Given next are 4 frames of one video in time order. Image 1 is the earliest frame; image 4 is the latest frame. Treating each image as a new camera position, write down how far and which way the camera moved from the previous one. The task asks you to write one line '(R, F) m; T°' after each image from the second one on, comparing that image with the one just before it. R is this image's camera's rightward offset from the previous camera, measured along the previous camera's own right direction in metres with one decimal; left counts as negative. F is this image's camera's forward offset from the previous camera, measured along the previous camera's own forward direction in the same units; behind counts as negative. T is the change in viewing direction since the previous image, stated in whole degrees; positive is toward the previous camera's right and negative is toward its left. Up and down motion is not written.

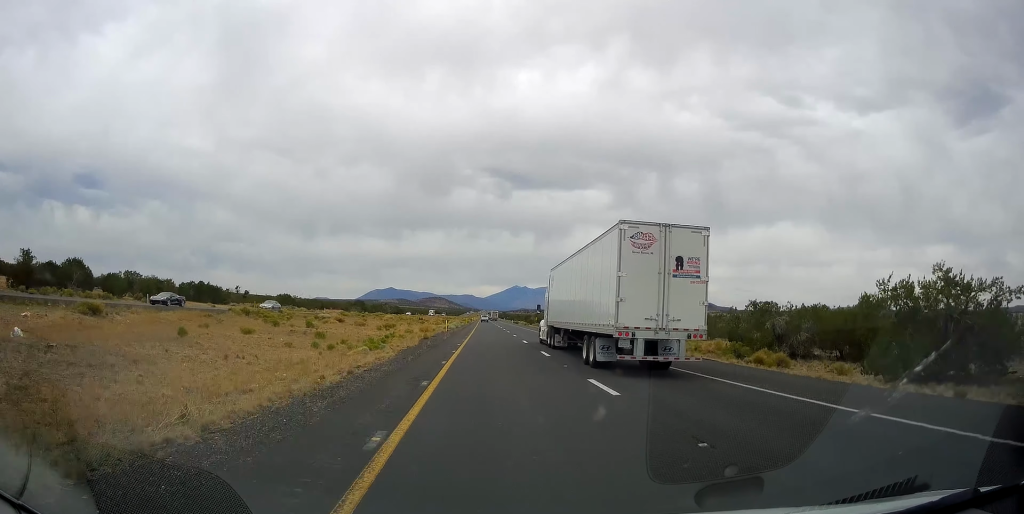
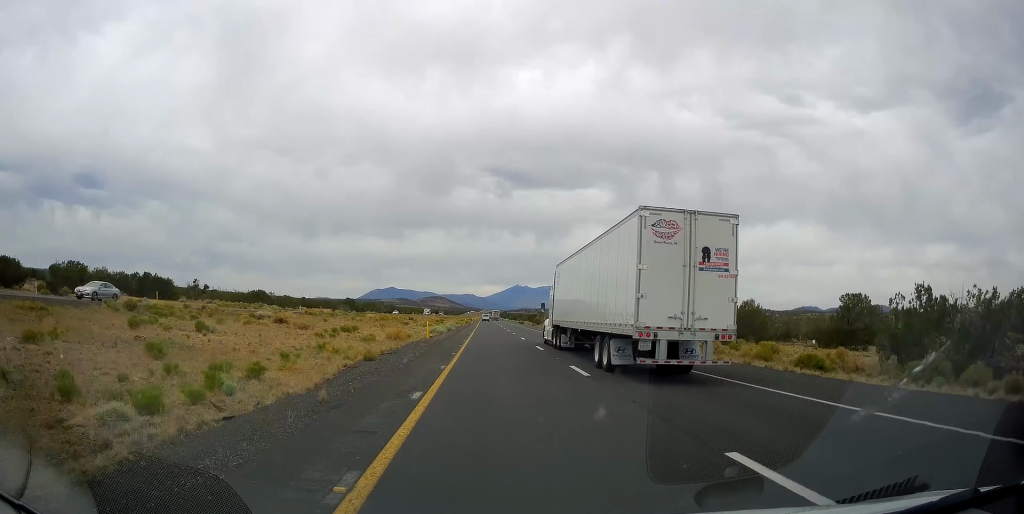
(-0.2, +20.7) m; -1°
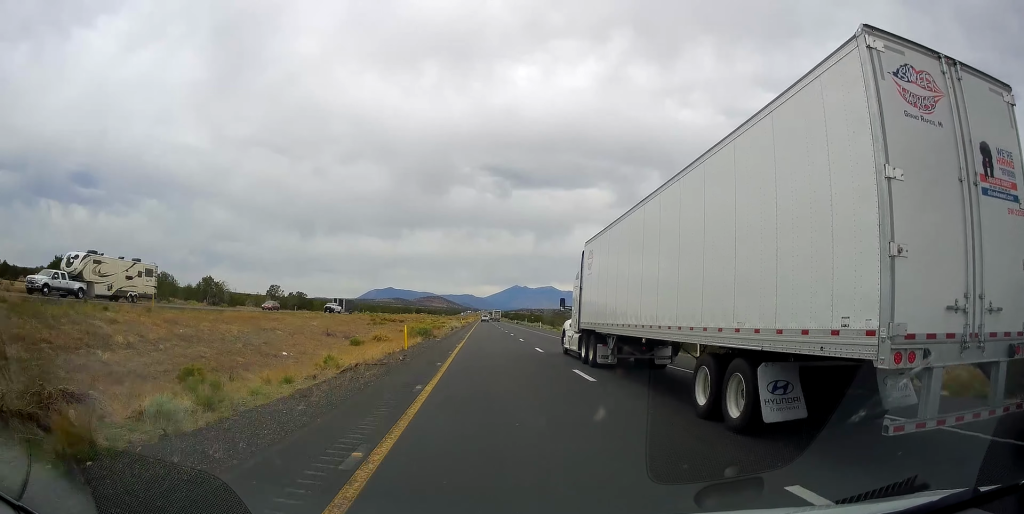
(+2.5, +159.8) m; +1°
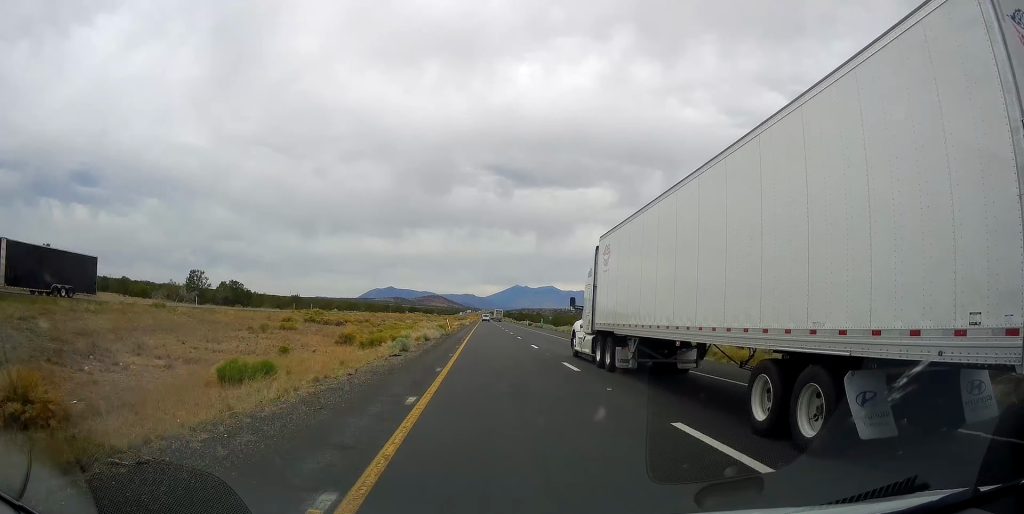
(-0.2, +44.8) m; 0°
